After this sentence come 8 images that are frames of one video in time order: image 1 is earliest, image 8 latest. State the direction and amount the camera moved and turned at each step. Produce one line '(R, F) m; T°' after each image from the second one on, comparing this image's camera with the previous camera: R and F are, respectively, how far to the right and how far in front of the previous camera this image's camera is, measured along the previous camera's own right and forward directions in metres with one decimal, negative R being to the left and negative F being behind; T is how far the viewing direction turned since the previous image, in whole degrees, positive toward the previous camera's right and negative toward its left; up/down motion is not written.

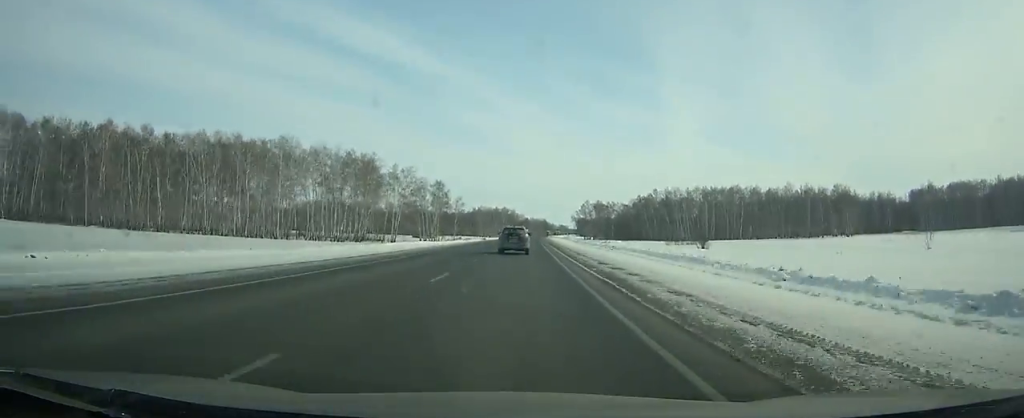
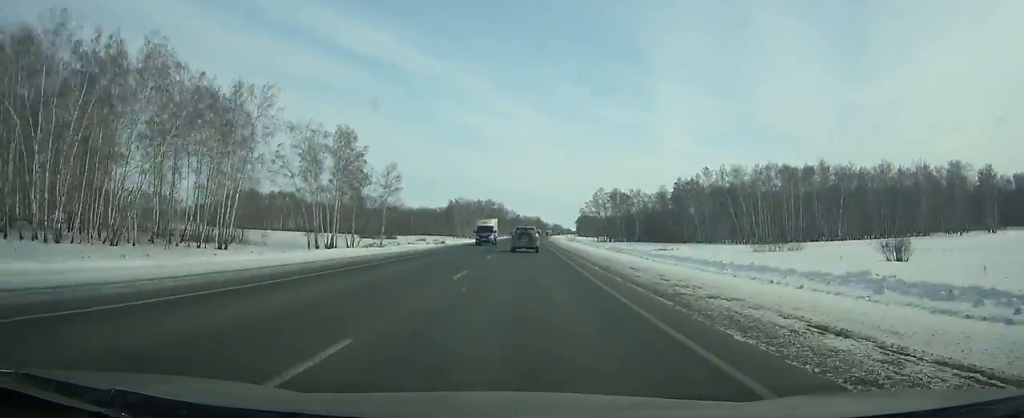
(+0.8, +83.8) m; +1°
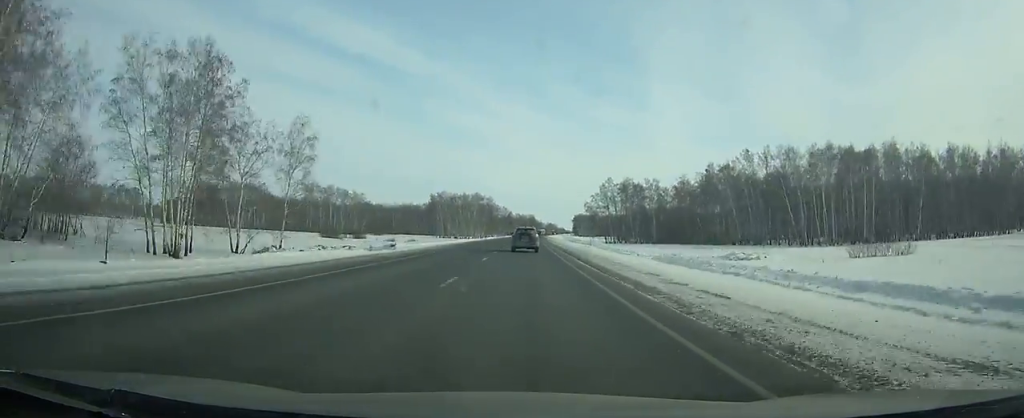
(+0.4, +38.3) m; +1°
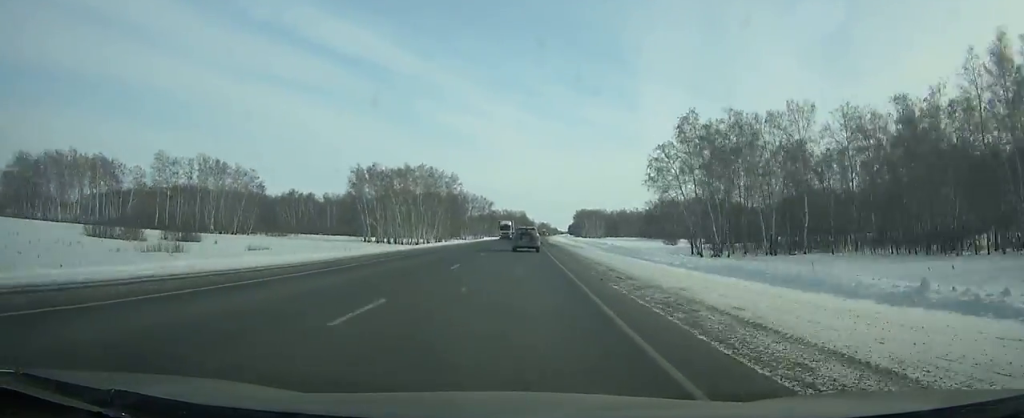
(+1.0, +102.0) m; +1°
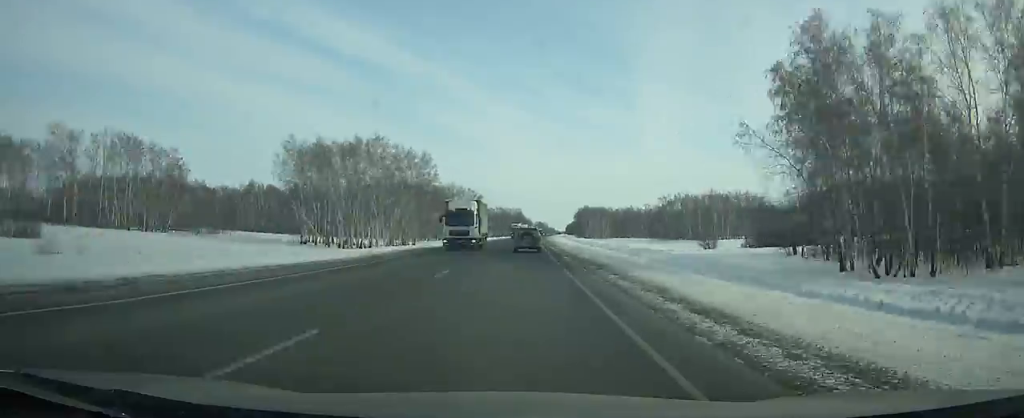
(+0.1, +39.0) m; 0°
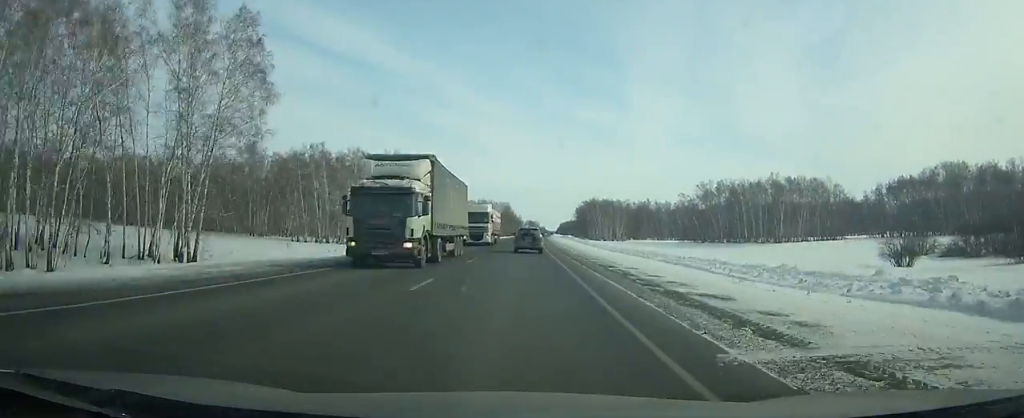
(+0.3, +75.5) m; +1°
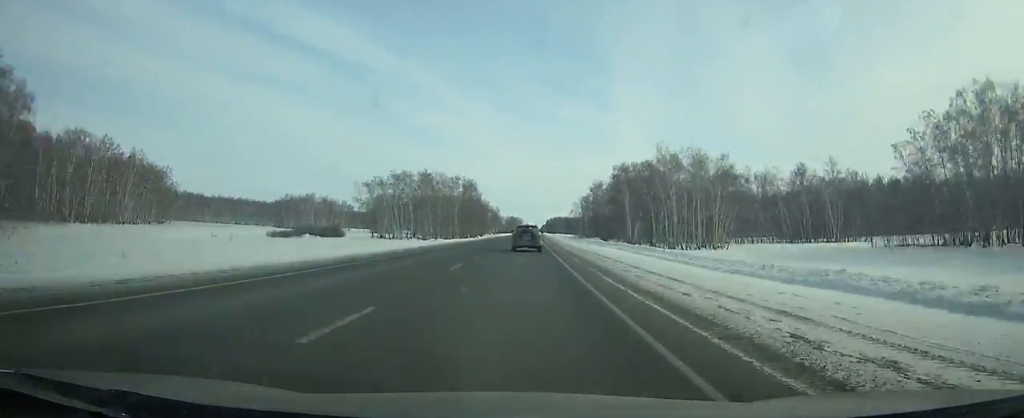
(+2.2, +136.6) m; +2°
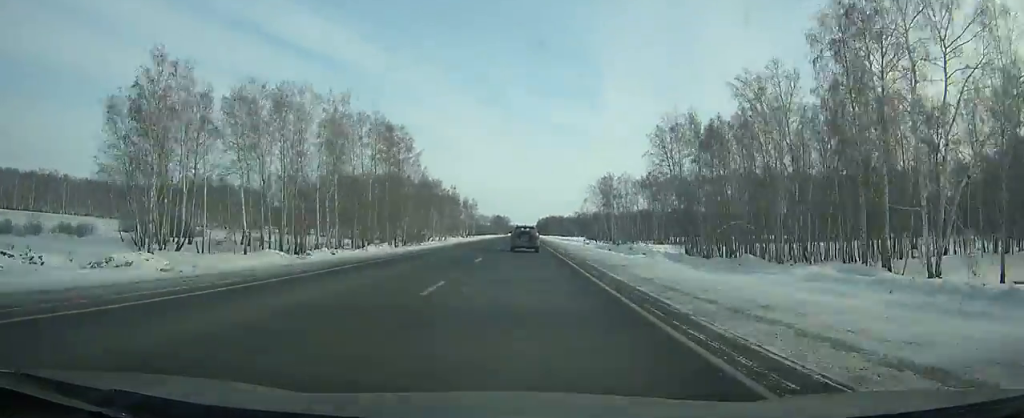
(+1.1, +102.0) m; +1°
